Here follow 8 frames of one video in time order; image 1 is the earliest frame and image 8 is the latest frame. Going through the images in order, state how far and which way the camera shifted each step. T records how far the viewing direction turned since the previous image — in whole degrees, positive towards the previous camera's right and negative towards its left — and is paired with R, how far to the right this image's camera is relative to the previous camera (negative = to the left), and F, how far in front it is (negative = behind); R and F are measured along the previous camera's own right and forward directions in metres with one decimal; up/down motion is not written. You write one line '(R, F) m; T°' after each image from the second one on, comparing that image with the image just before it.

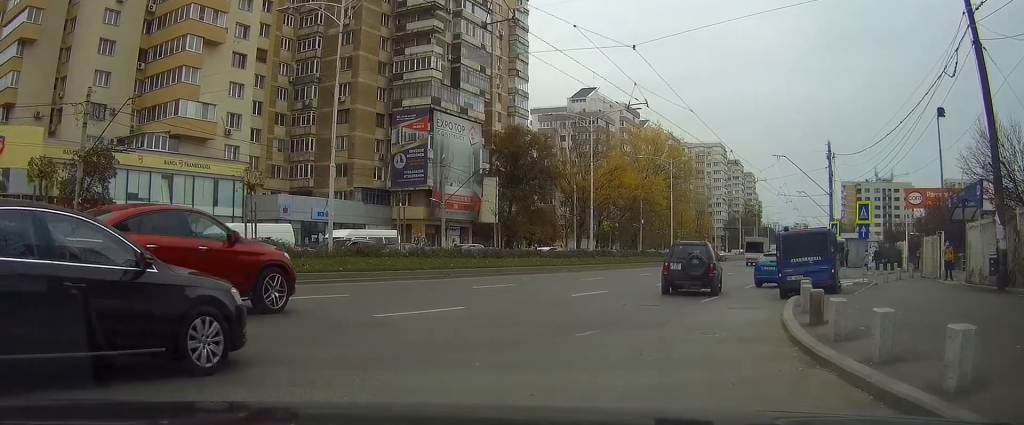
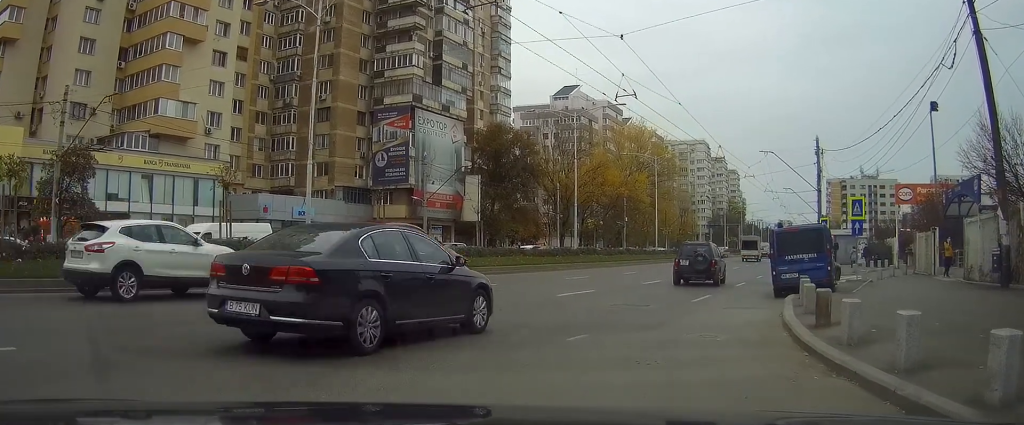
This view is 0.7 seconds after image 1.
(-0.1, +0.9) m; 0°
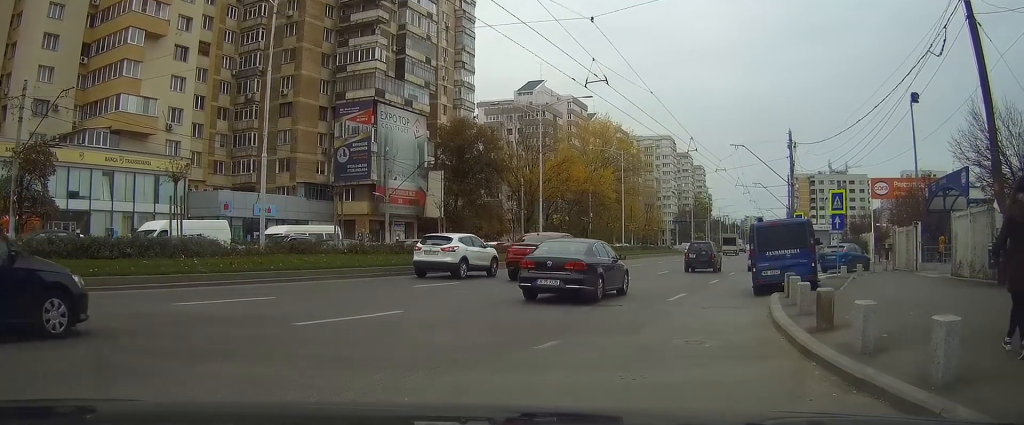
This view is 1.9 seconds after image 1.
(-0.2, +1.1) m; 0°
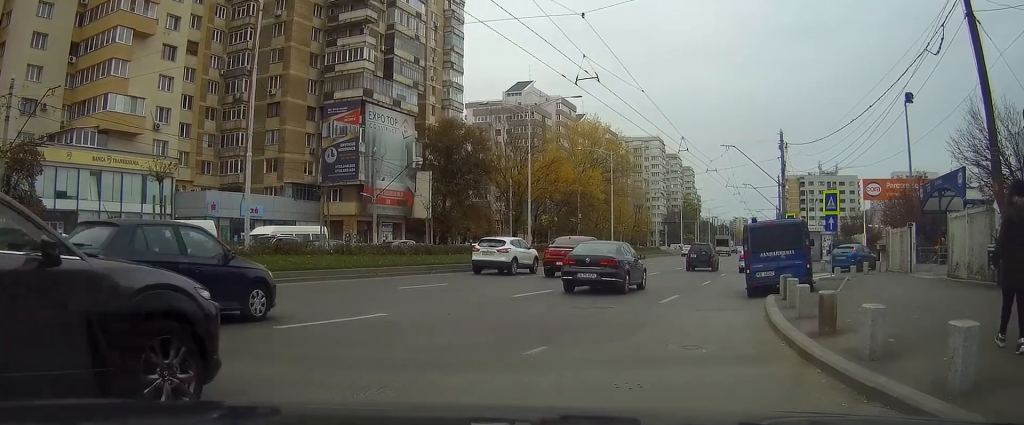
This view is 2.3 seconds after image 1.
(0.0, +0.3) m; 0°
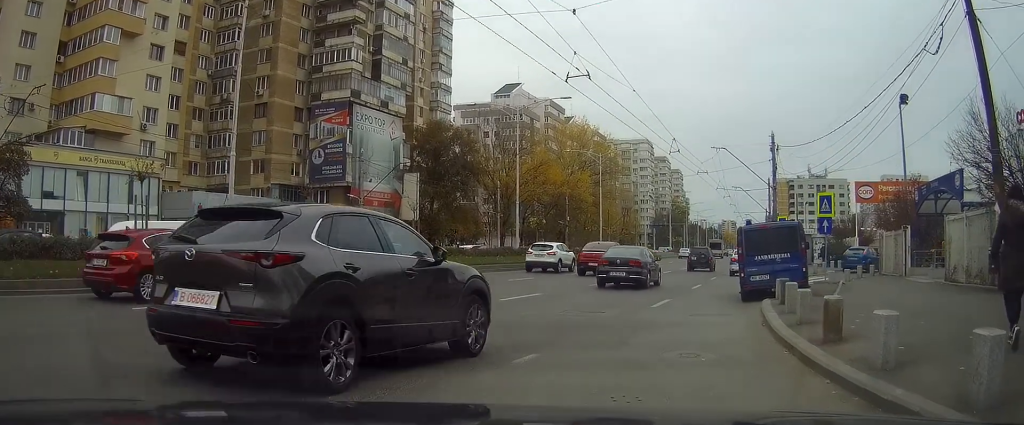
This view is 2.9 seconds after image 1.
(0.0, +0.4) m; 0°
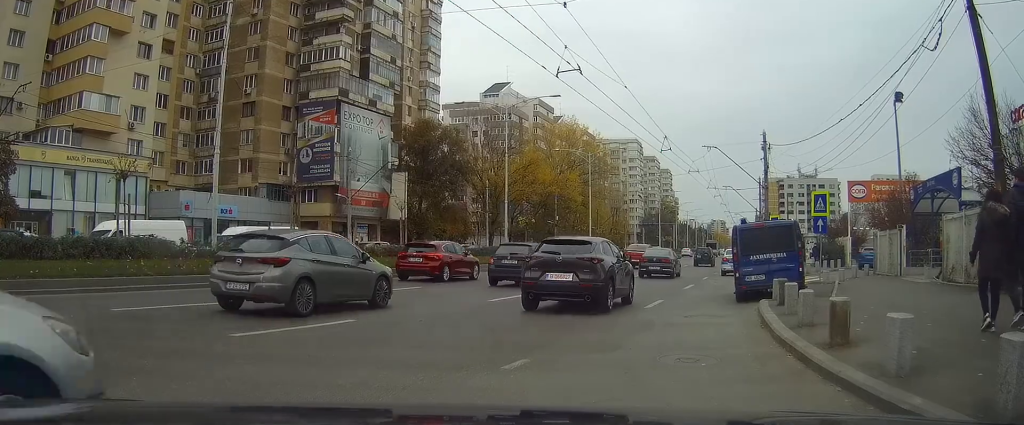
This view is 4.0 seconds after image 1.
(-0.1, +0.6) m; 0°
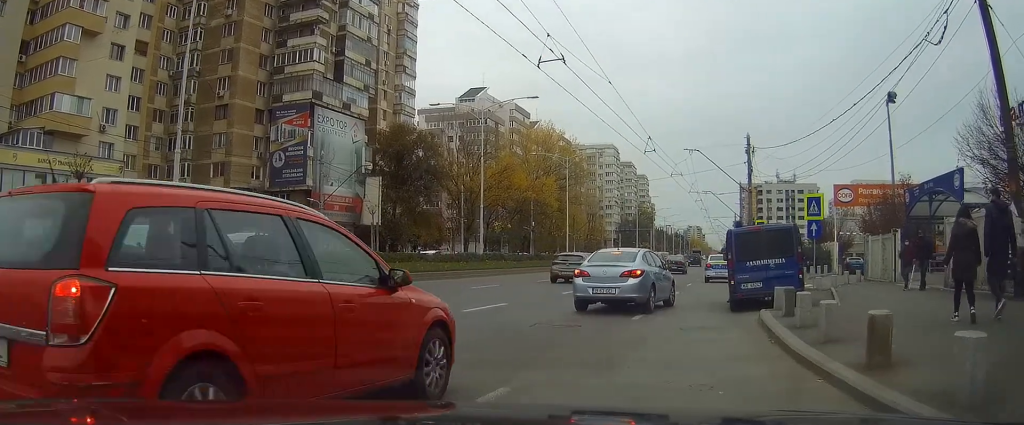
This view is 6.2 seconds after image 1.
(-0.3, +1.9) m; +1°
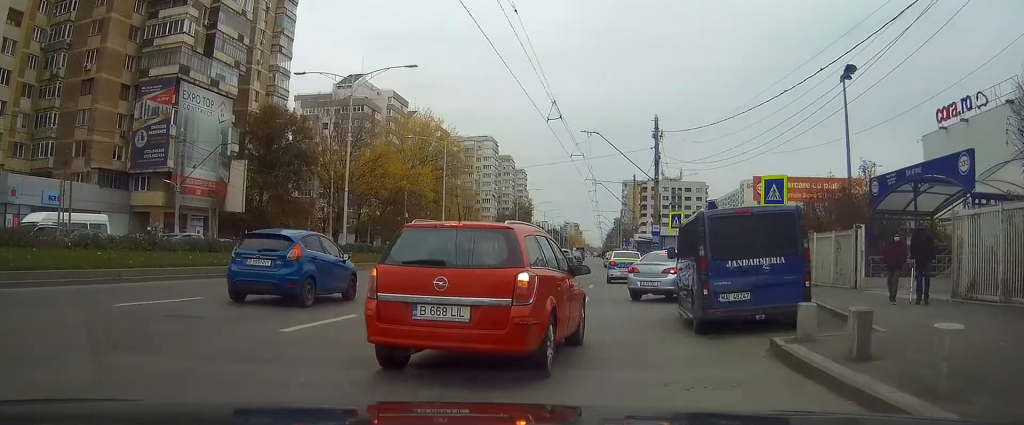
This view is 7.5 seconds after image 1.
(+0.1, +2.7) m; +5°
